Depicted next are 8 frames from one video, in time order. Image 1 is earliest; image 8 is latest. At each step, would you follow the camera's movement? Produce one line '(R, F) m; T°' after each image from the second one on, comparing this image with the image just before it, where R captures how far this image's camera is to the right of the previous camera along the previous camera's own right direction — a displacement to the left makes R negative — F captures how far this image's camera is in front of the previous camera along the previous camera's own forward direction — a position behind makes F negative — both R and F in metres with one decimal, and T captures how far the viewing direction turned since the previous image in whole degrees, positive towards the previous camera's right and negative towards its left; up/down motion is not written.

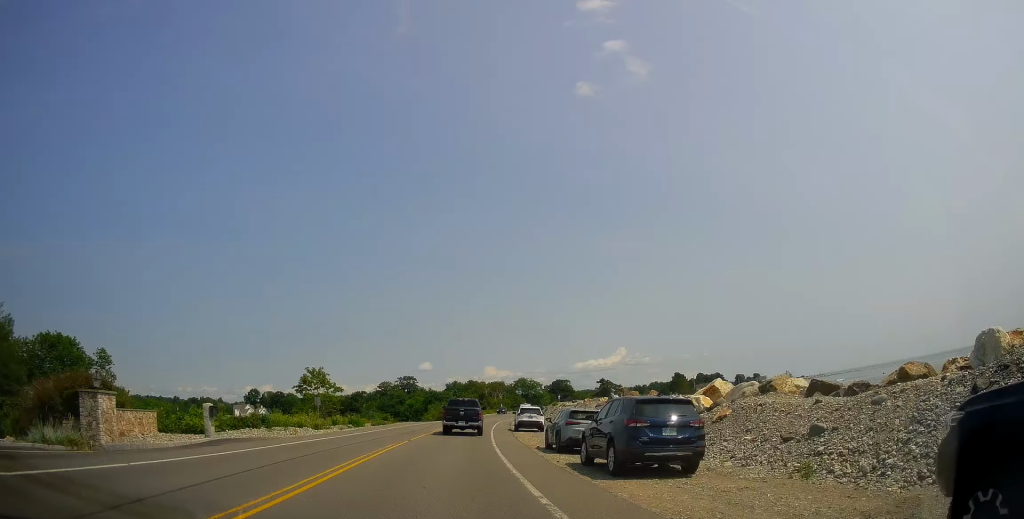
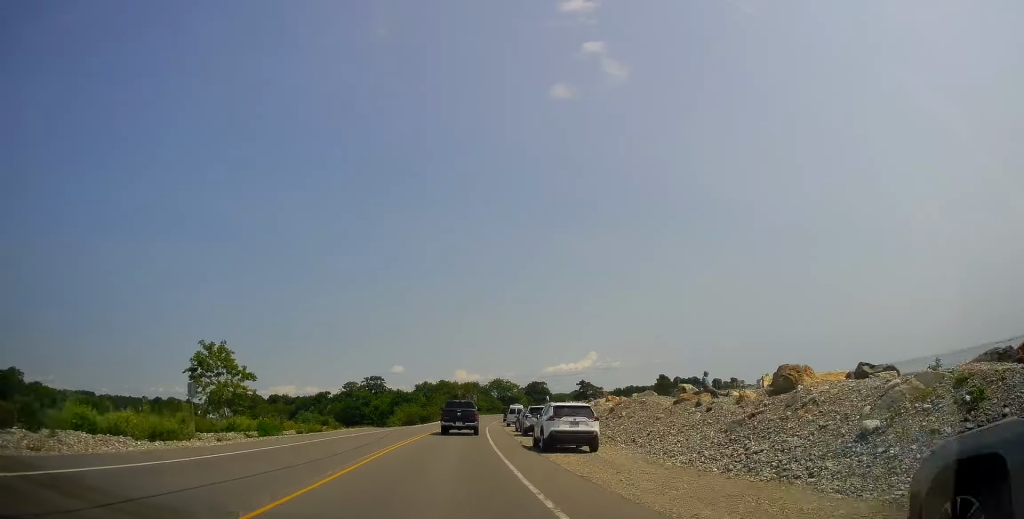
(+0.5, +19.3) m; +5°
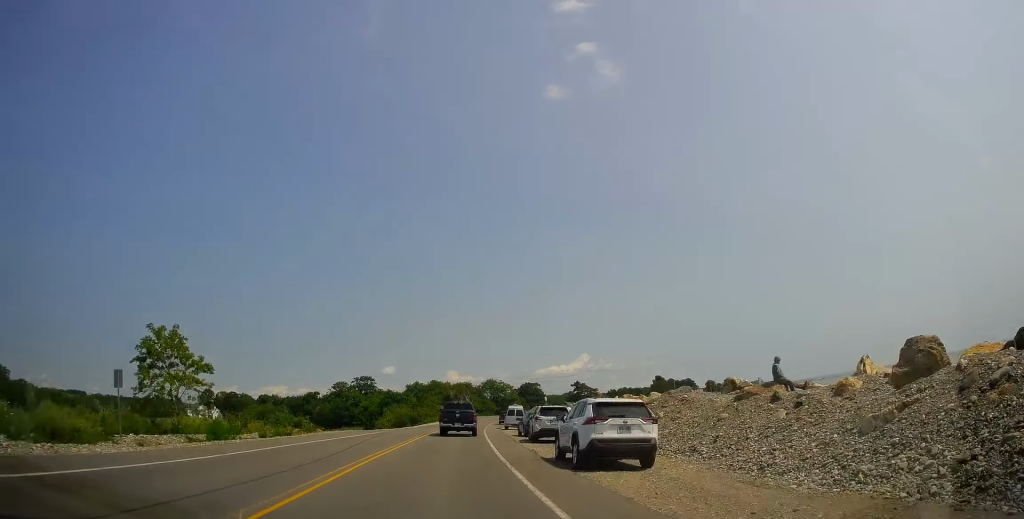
(+0.1, +6.0) m; +2°
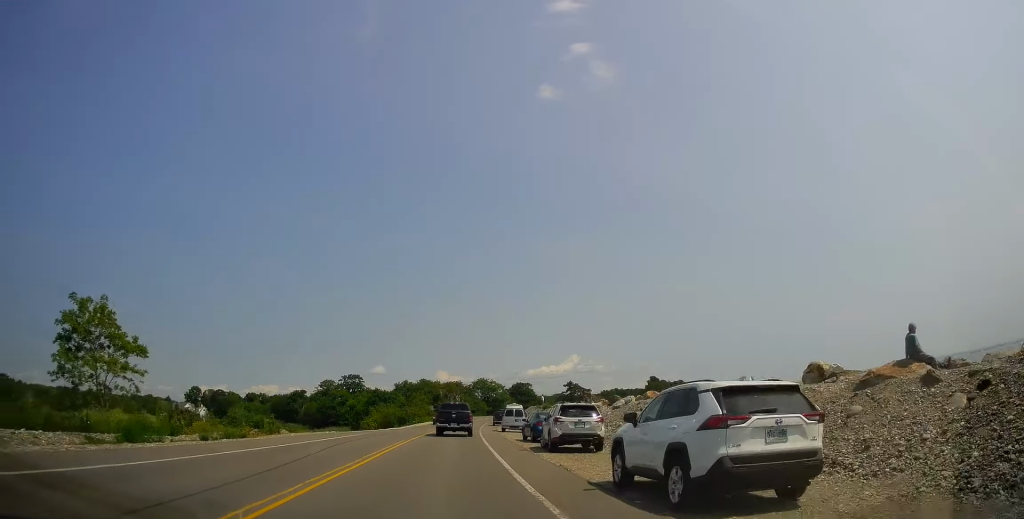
(+0.1, +6.6) m; +1°
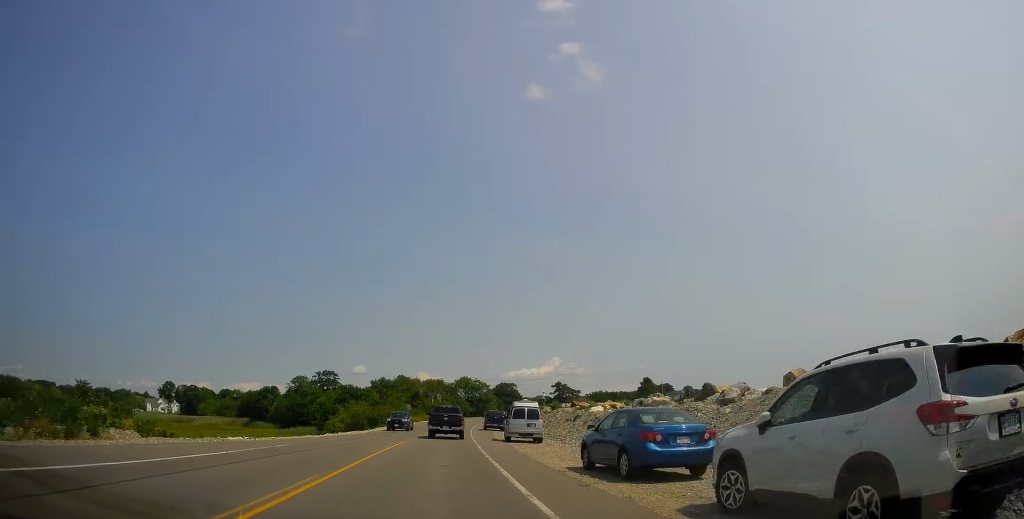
(+0.3, +16.5) m; +2°
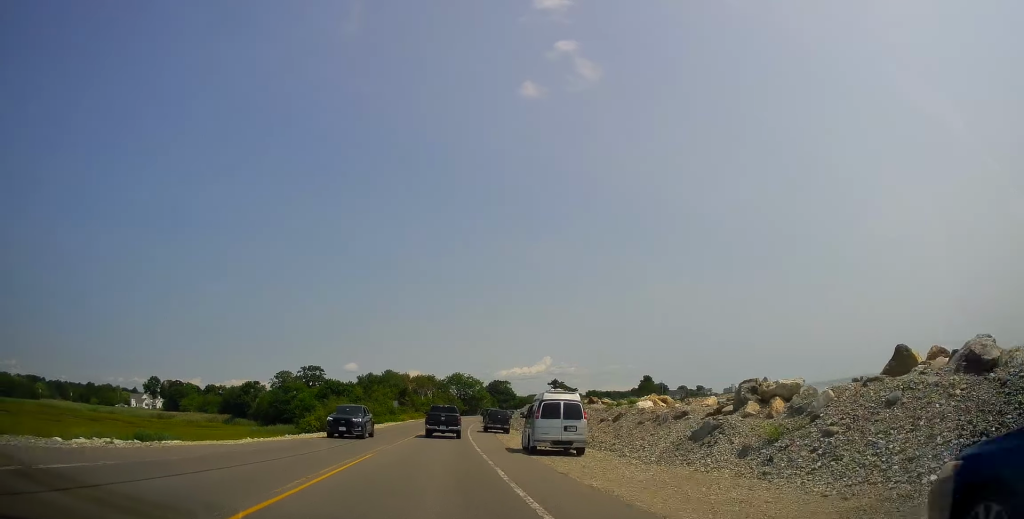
(+0.1, +11.7) m; 0°
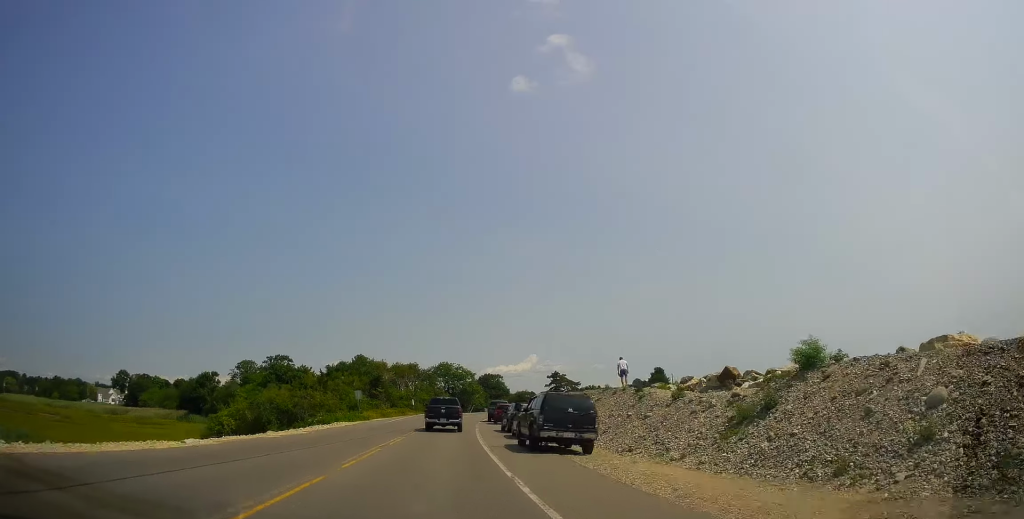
(+0.1, +29.0) m; +2°
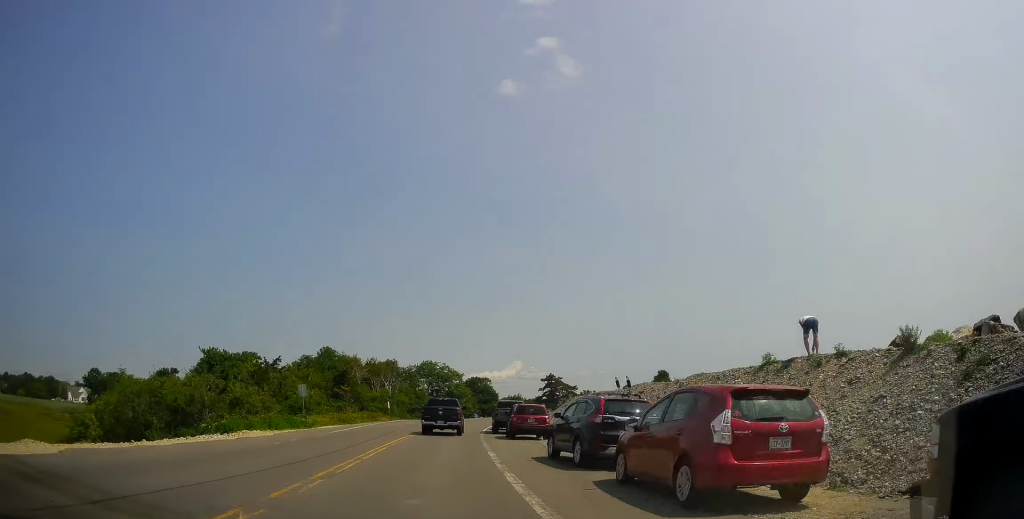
(+0.5, +19.1) m; +2°
